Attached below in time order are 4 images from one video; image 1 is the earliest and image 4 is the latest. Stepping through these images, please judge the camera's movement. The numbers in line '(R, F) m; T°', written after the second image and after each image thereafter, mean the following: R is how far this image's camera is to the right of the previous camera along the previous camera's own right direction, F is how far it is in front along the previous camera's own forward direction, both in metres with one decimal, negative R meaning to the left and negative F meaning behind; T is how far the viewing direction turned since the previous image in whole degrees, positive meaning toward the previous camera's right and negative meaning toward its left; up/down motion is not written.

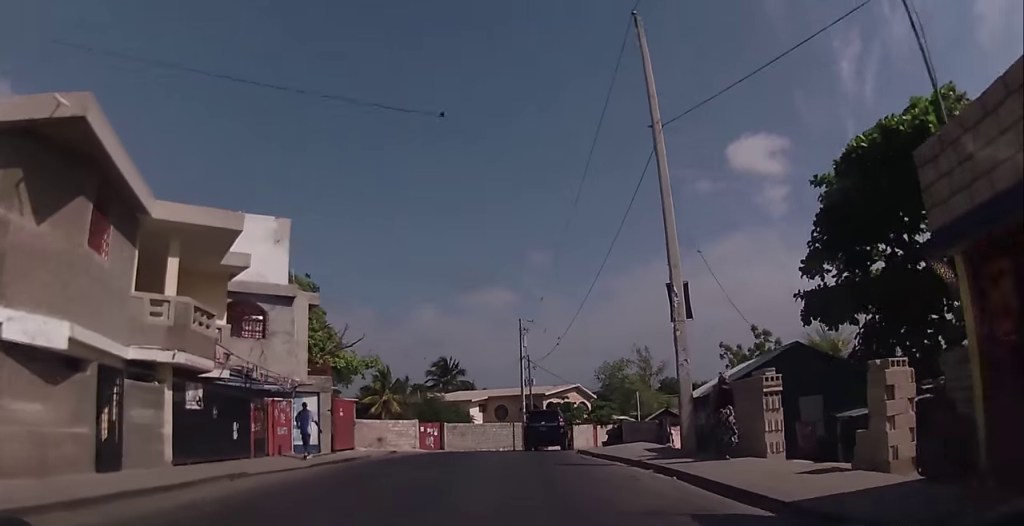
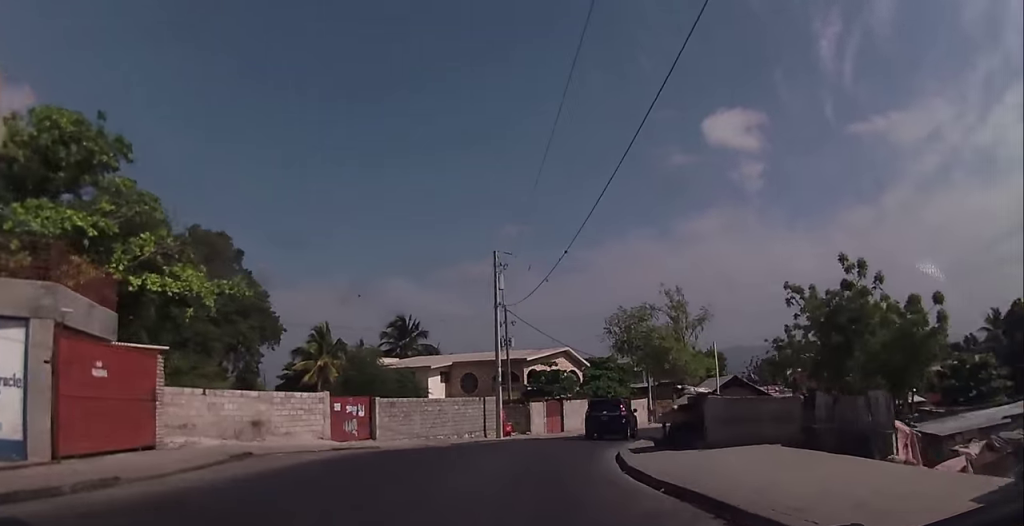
(+0.8, +16.1) m; +4°
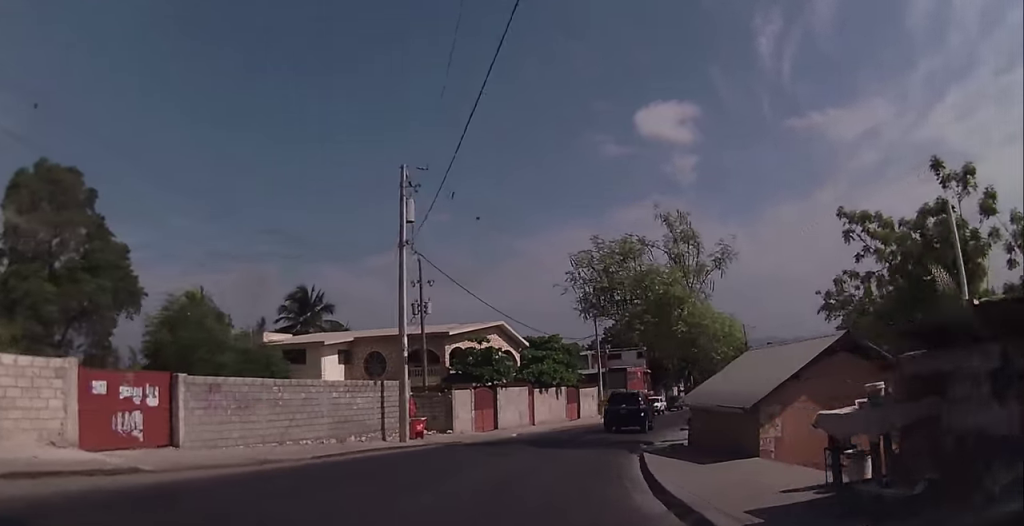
(0.0, +13.7) m; +2°
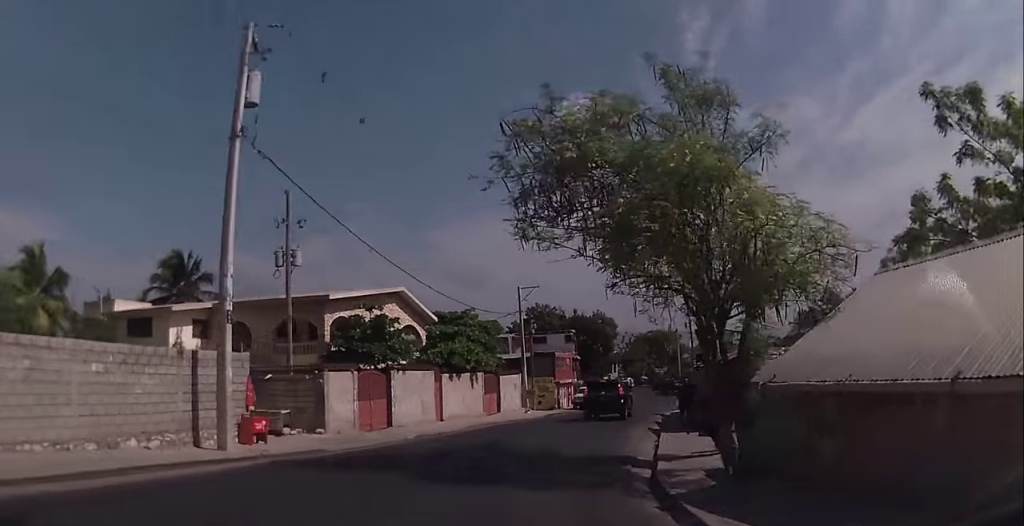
(+0.2, +10.8) m; +6°
